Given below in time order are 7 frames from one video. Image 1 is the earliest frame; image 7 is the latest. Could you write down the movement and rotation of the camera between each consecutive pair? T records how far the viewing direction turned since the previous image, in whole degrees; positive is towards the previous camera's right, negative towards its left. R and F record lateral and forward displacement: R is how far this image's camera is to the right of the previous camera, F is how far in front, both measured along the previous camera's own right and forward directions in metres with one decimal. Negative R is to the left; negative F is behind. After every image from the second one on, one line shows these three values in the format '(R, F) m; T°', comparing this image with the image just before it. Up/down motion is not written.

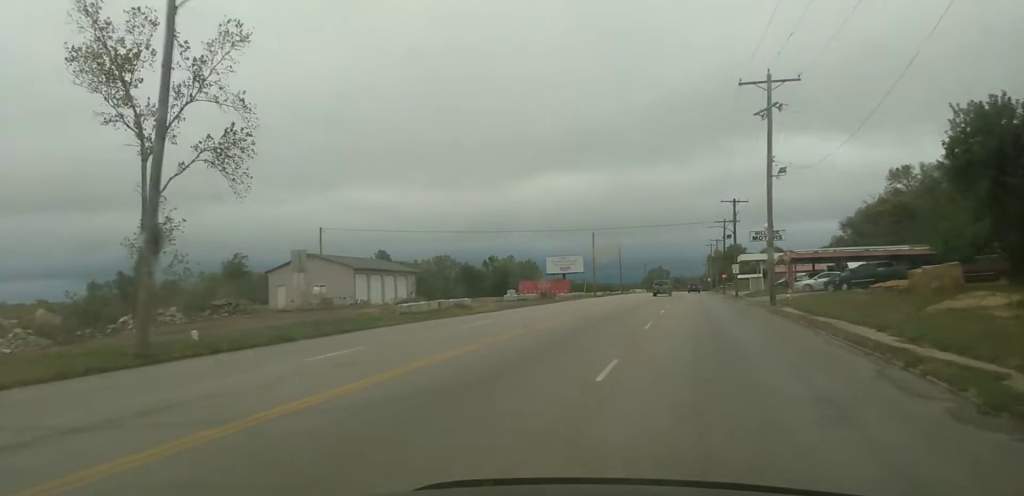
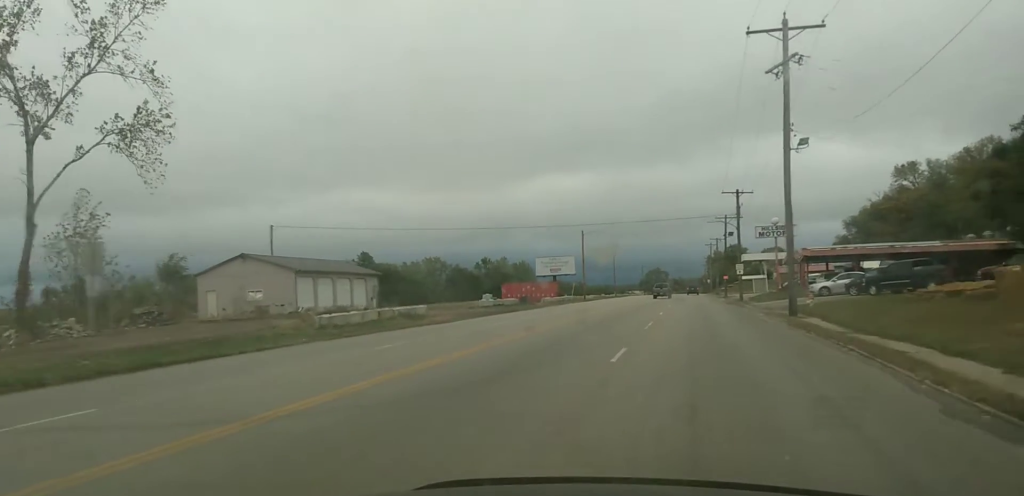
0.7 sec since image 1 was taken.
(0.0, +9.1) m; -1°
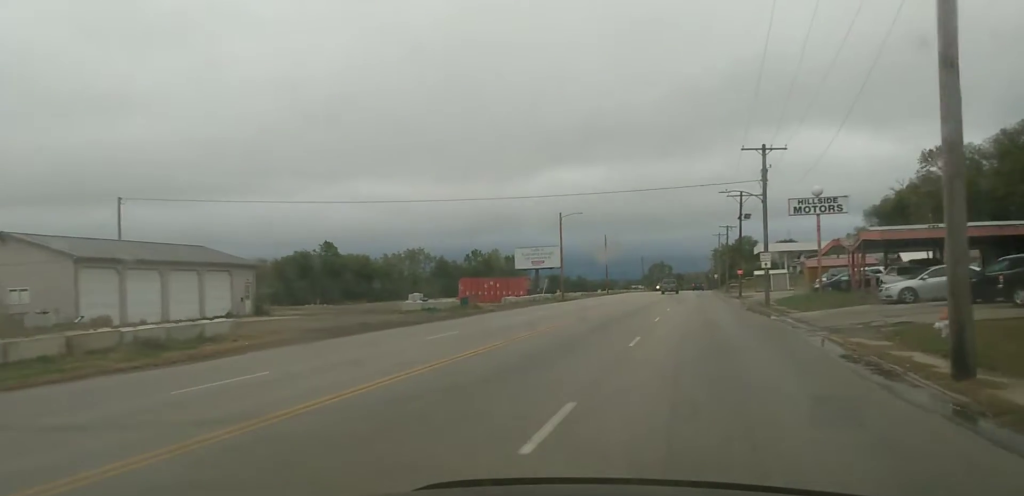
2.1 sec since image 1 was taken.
(-0.4, +19.1) m; -1°
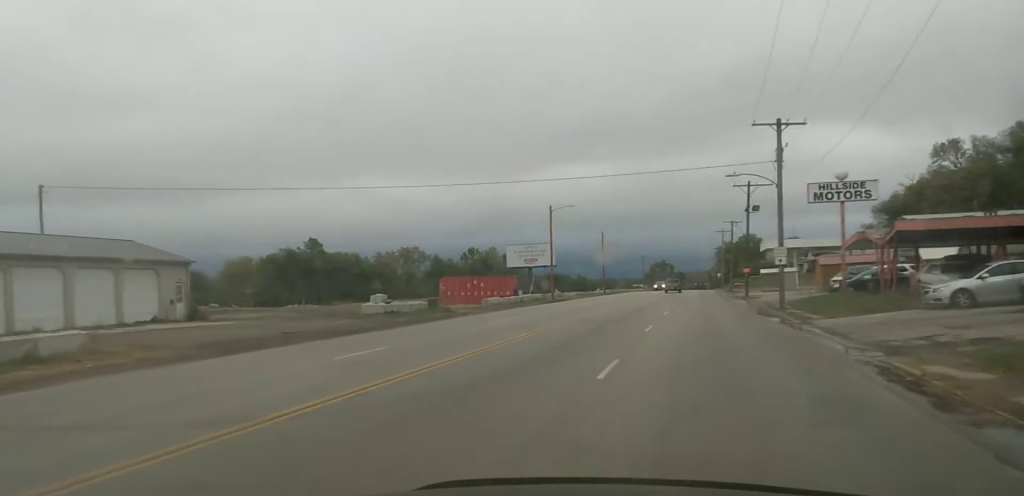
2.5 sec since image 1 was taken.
(+0.1, +6.5) m; 0°
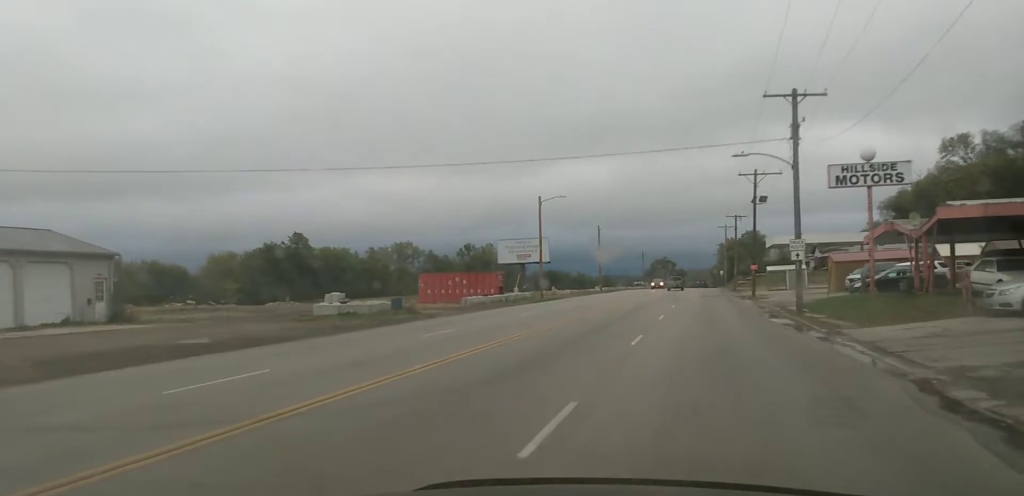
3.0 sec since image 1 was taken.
(0.0, +5.9) m; 0°
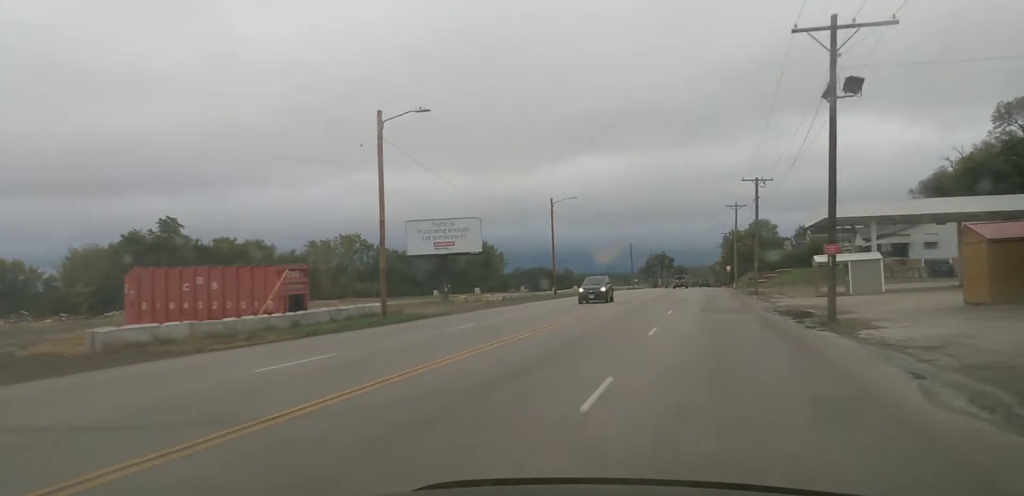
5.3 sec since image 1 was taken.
(-0.7, +33.1) m; 0°
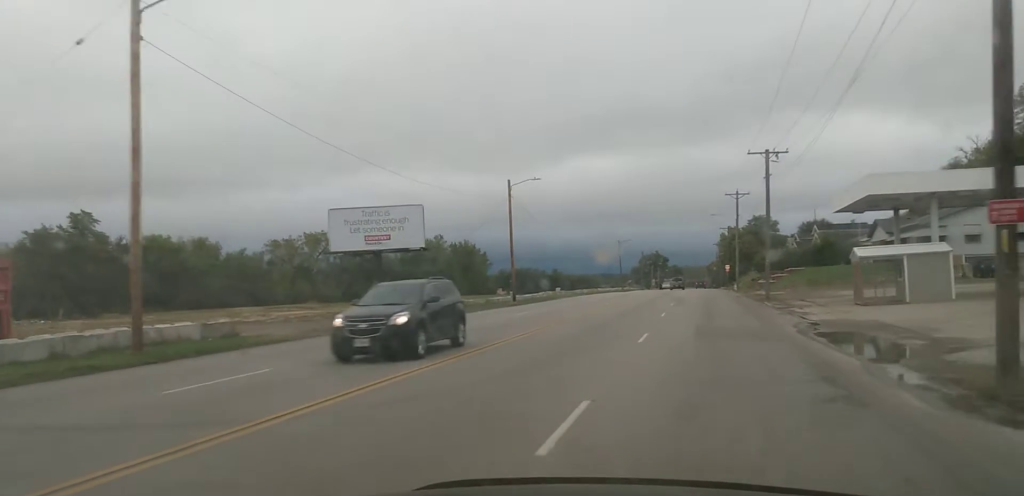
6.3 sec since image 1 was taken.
(+0.2, +14.4) m; 0°
